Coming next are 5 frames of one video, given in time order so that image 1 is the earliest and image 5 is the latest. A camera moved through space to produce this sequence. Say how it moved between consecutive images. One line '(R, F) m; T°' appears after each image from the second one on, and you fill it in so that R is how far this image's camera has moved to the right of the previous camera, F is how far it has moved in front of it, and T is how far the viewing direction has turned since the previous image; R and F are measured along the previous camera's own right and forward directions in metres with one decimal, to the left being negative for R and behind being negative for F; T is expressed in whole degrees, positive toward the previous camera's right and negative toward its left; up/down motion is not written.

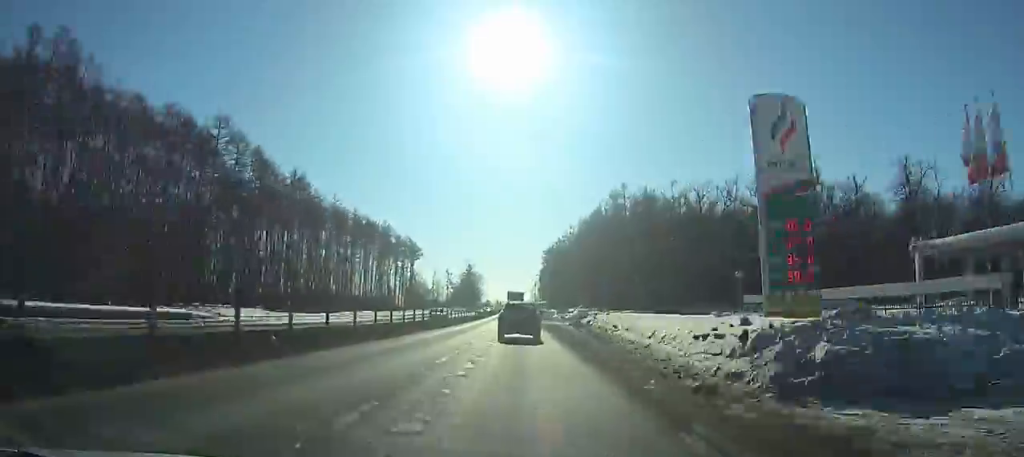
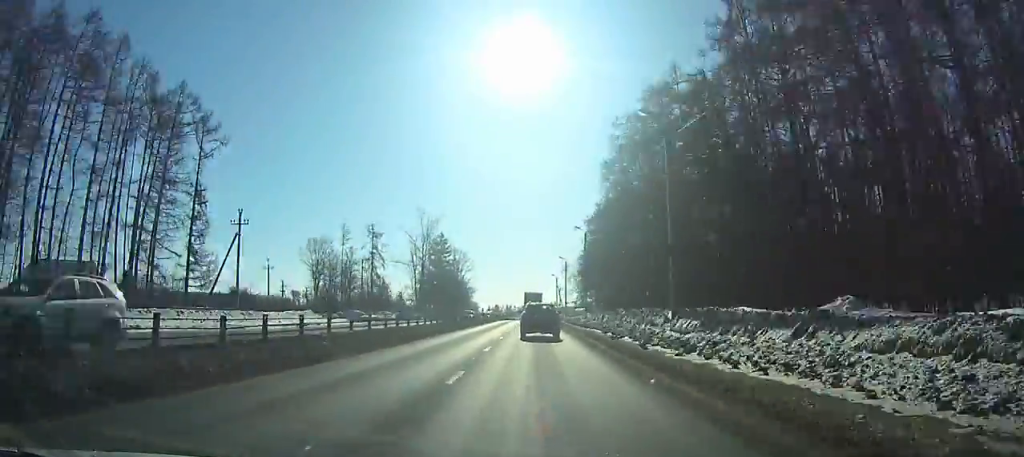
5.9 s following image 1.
(-0.4, +117.8) m; 0°
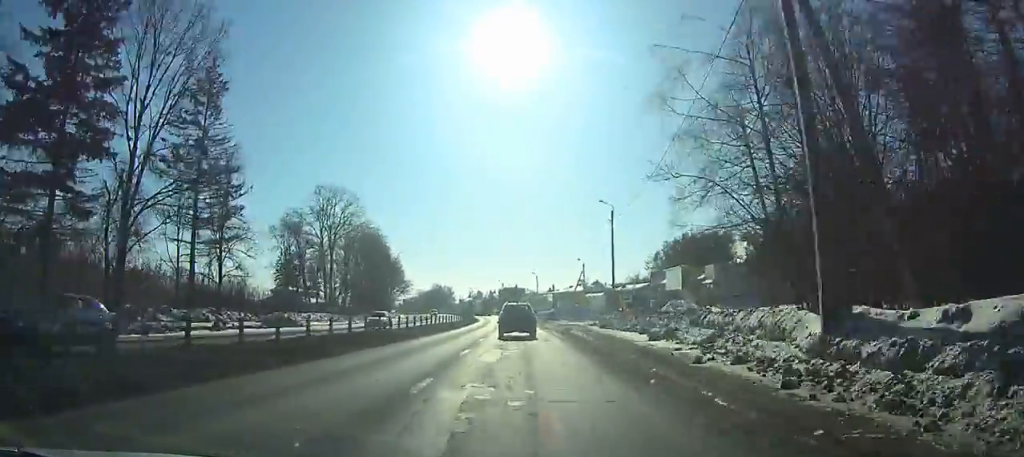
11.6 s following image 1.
(+0.7, +115.2) m; -1°
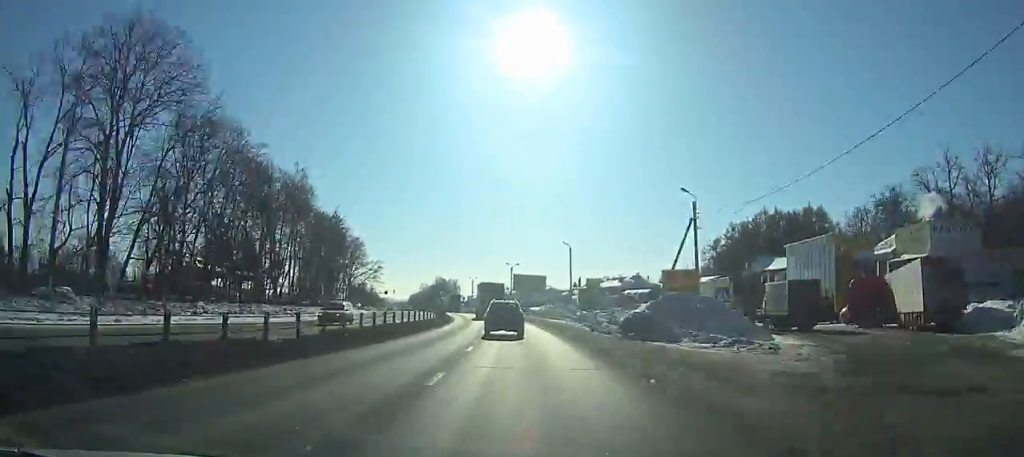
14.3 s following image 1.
(-0.8, +54.6) m; -2°
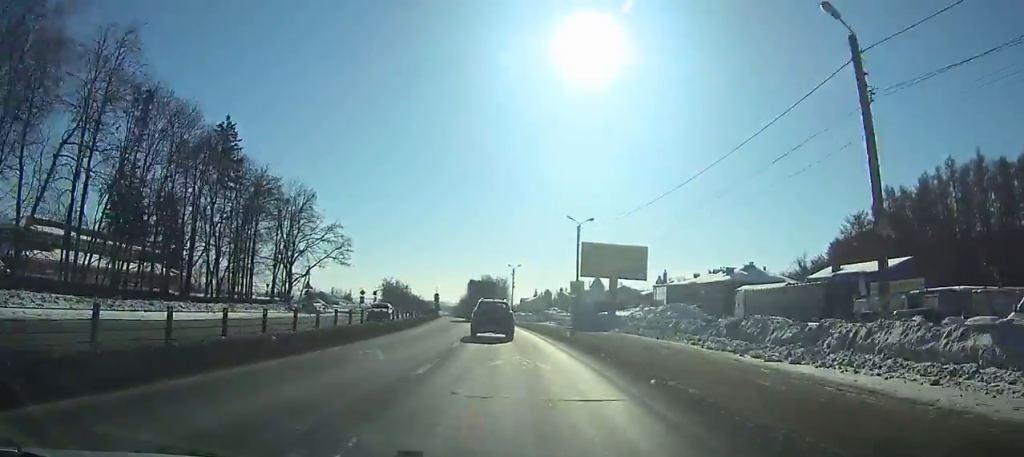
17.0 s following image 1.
(-1.2, +52.2) m; -4°
